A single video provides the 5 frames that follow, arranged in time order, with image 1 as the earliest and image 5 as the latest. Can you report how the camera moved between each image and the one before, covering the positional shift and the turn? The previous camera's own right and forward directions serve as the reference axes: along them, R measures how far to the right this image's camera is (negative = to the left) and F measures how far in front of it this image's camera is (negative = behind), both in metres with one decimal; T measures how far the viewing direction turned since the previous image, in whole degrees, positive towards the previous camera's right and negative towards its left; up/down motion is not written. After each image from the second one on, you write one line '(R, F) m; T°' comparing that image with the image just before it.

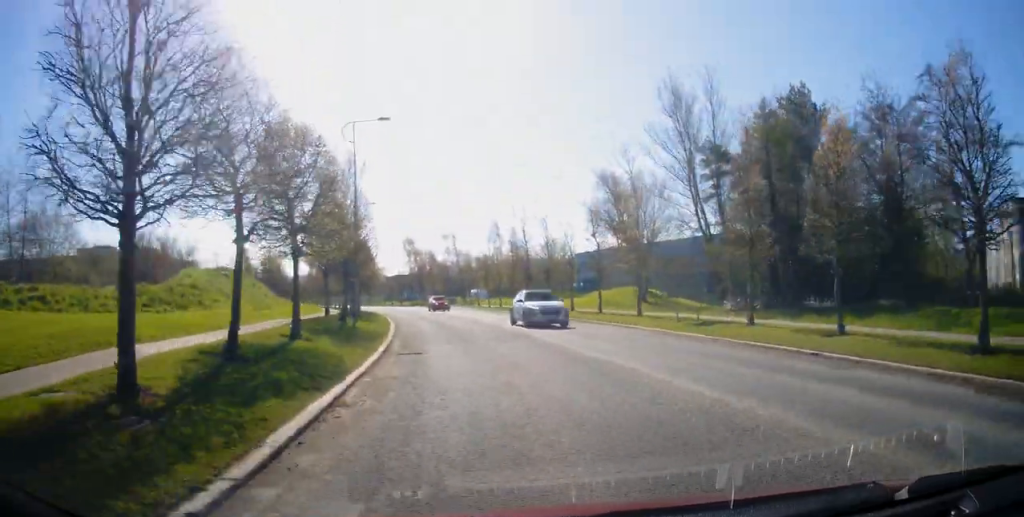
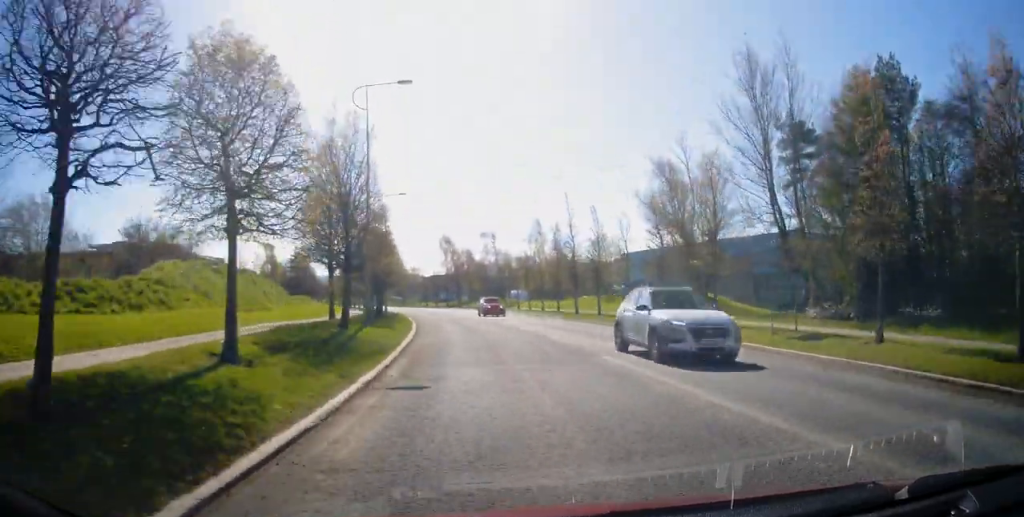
(0.0, +5.3) m; -1°
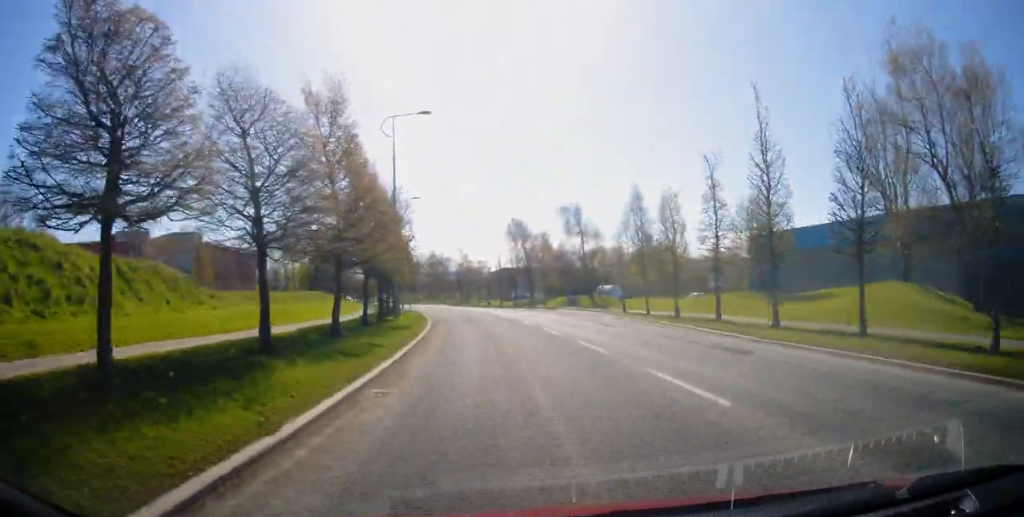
(-1.2, +22.5) m; -7°
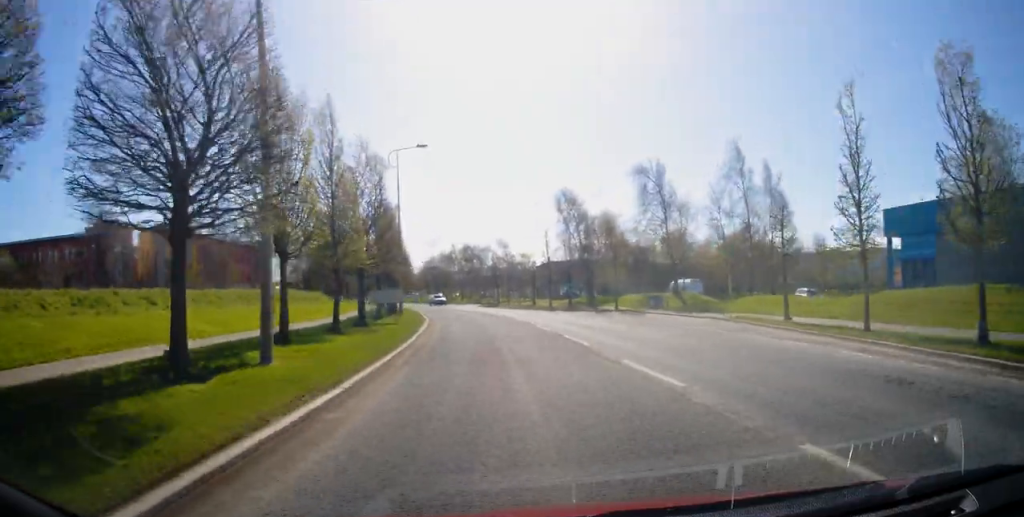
(-1.1, +18.8) m; -6°
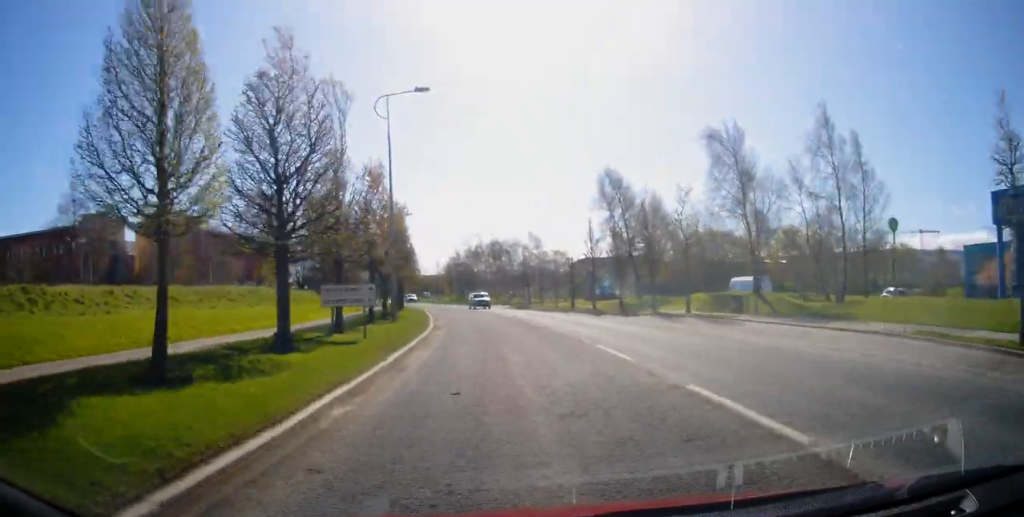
(0.0, +10.4) m; -2°
